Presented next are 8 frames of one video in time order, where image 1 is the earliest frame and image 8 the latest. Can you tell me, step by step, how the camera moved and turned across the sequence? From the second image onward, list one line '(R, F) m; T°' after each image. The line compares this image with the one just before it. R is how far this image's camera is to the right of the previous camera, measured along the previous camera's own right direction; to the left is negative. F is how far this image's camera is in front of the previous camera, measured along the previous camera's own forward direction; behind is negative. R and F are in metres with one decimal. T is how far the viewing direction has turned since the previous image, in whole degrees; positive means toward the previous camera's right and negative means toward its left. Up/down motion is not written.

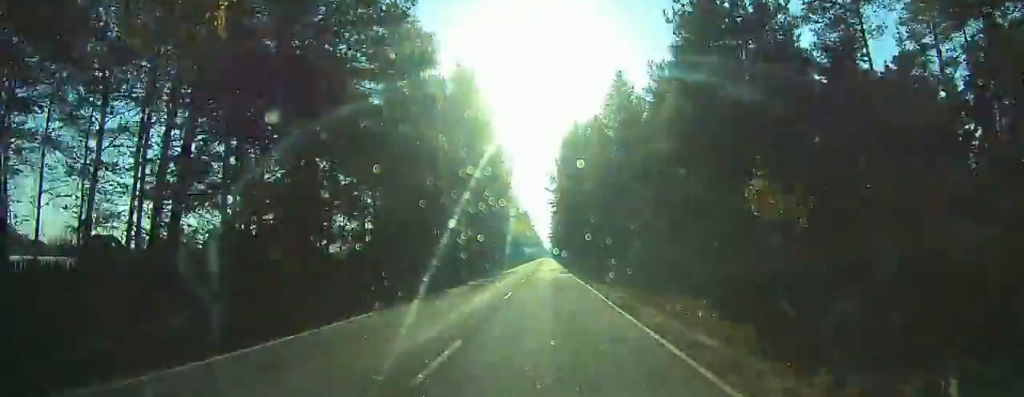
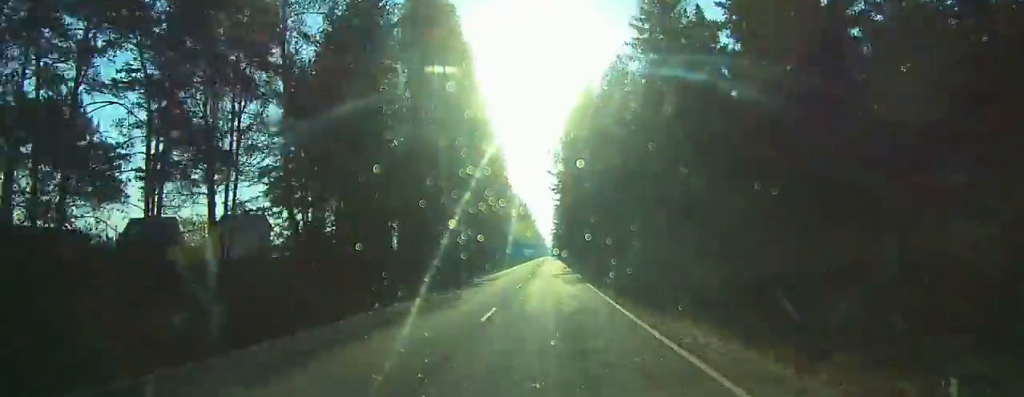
(-0.1, +18.8) m; 0°
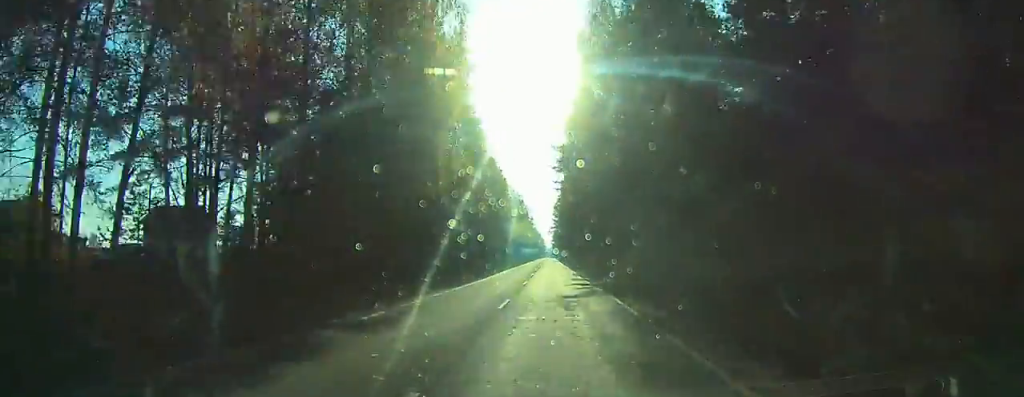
(0.0, +21.1) m; 0°
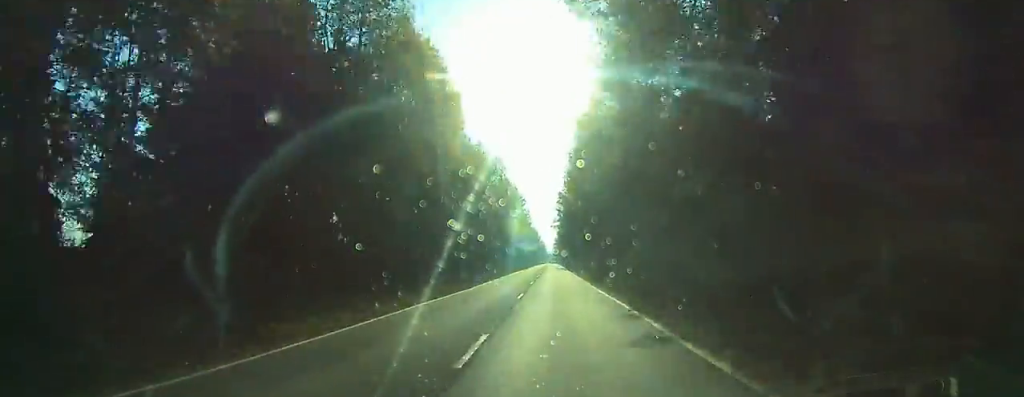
(-0.1, +44.2) m; 0°
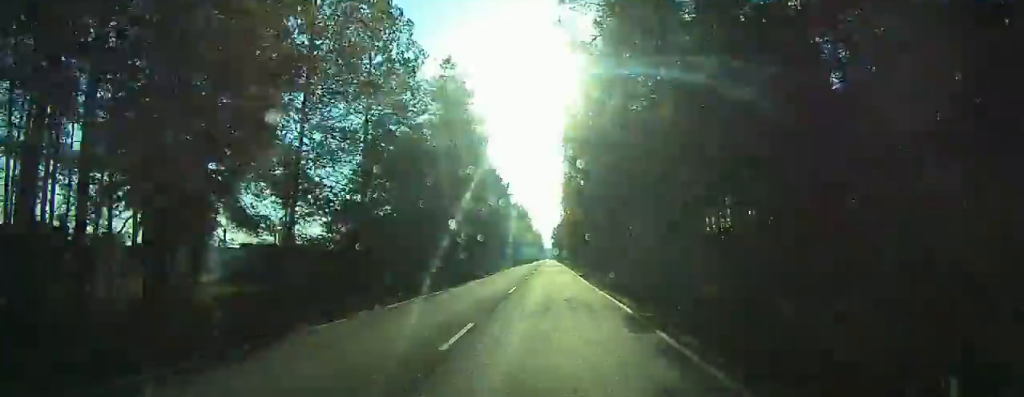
(+0.3, +83.4) m; 0°
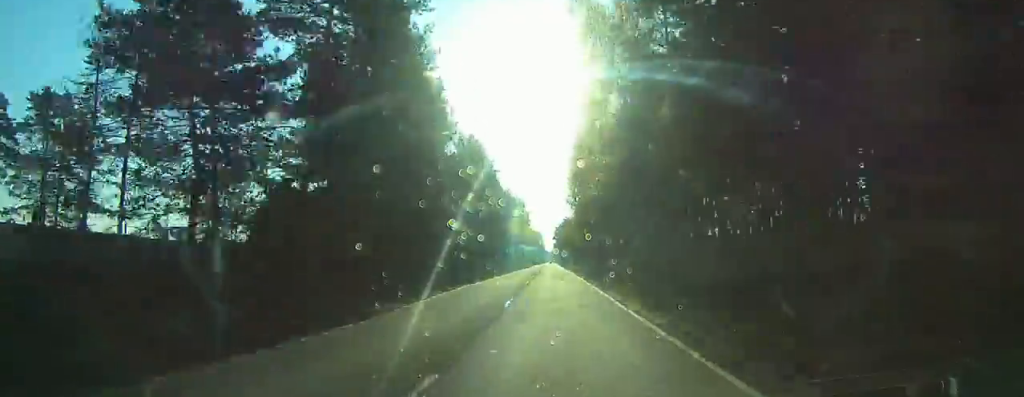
(-0.1, +28.3) m; 0°
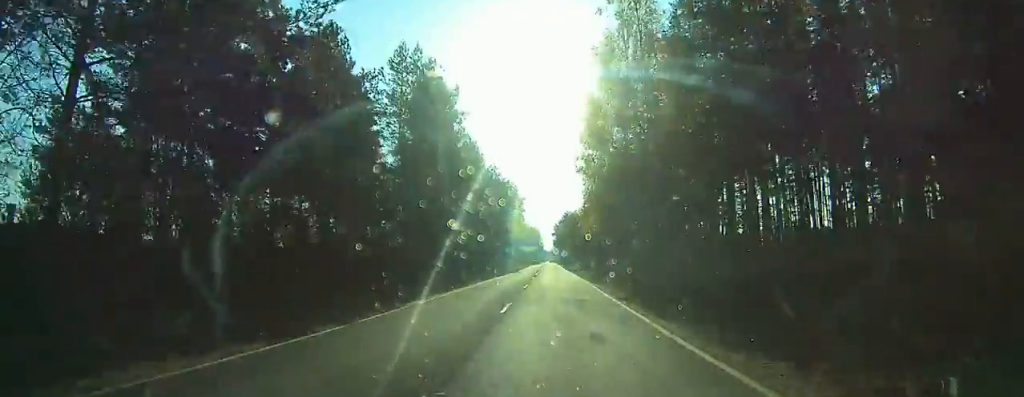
(-0.2, +25.7) m; 0°
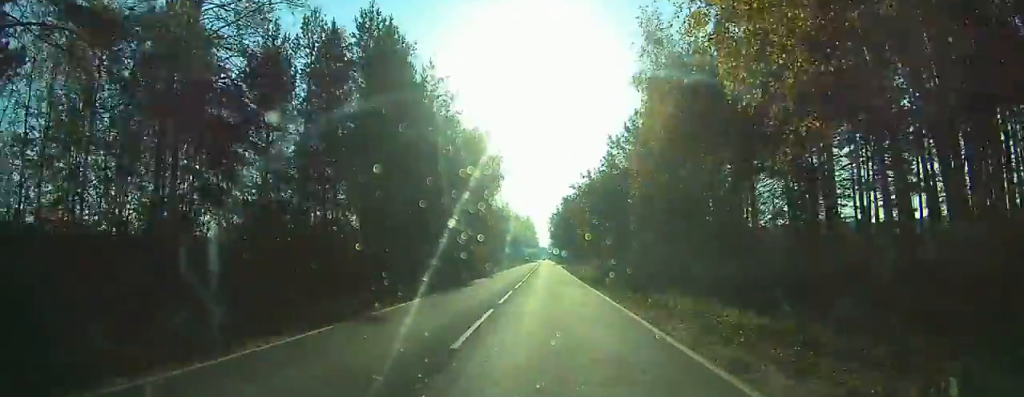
(+0.3, +38.7) m; 0°
